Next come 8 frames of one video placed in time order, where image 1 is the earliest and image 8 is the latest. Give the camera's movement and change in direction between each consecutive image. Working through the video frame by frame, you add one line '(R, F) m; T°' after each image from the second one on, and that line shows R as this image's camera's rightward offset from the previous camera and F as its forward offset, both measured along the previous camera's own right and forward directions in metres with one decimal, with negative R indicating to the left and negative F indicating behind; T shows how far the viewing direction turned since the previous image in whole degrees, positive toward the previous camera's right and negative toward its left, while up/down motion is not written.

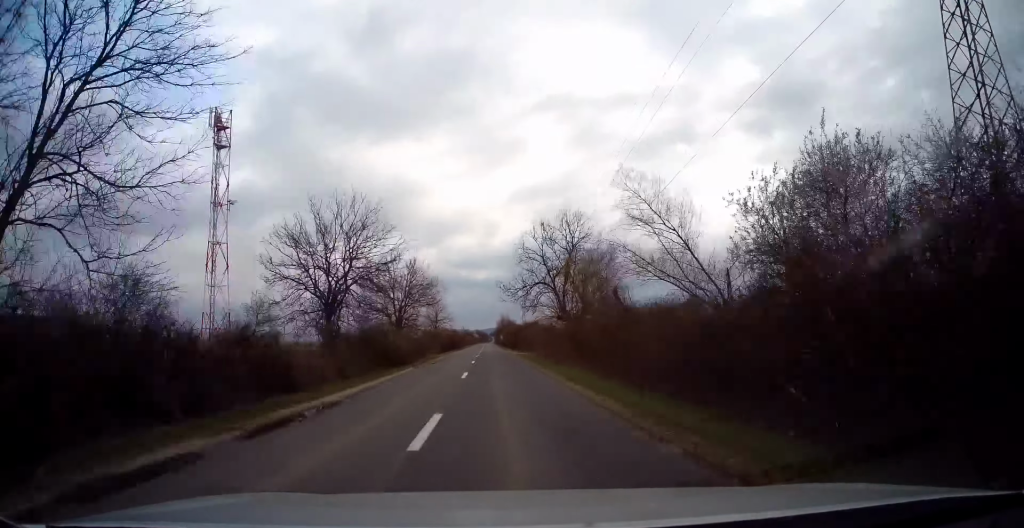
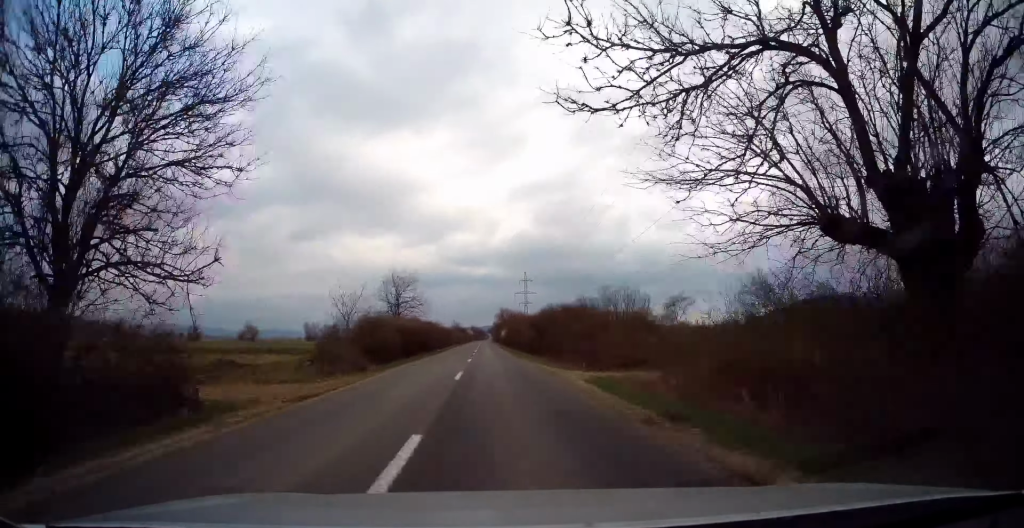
(0.0, +38.8) m; +1°
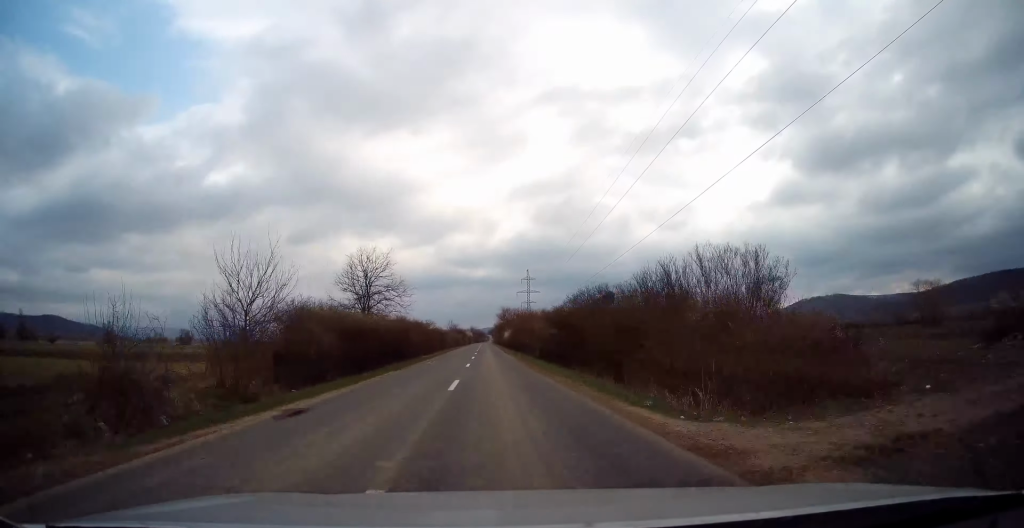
(+0.3, +14.5) m; +1°
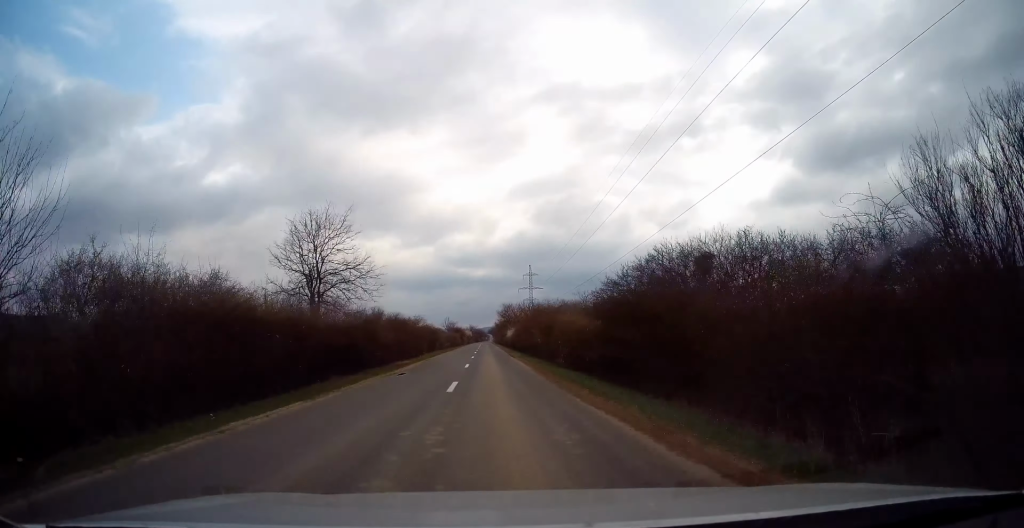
(+0.1, +12.7) m; 0°
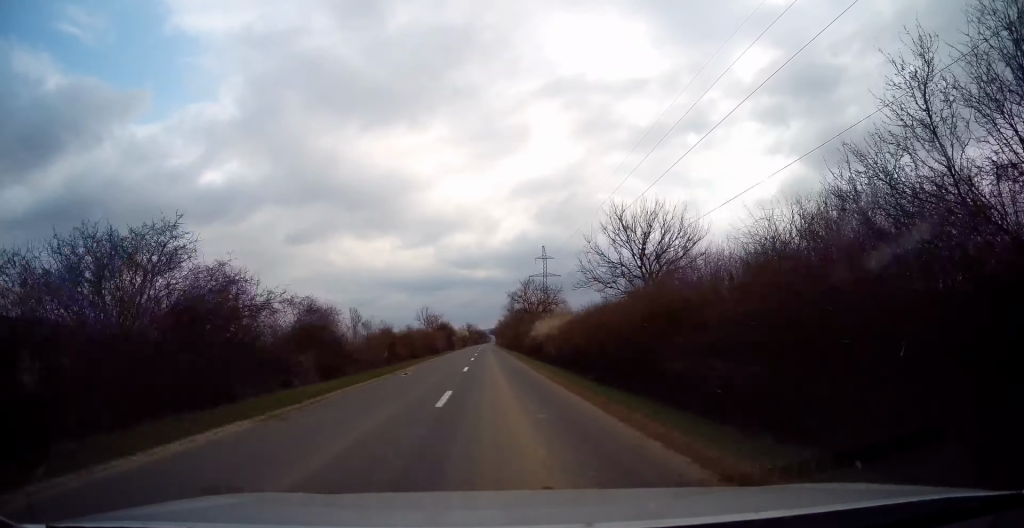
(-0.9, +51.4) m; -1°
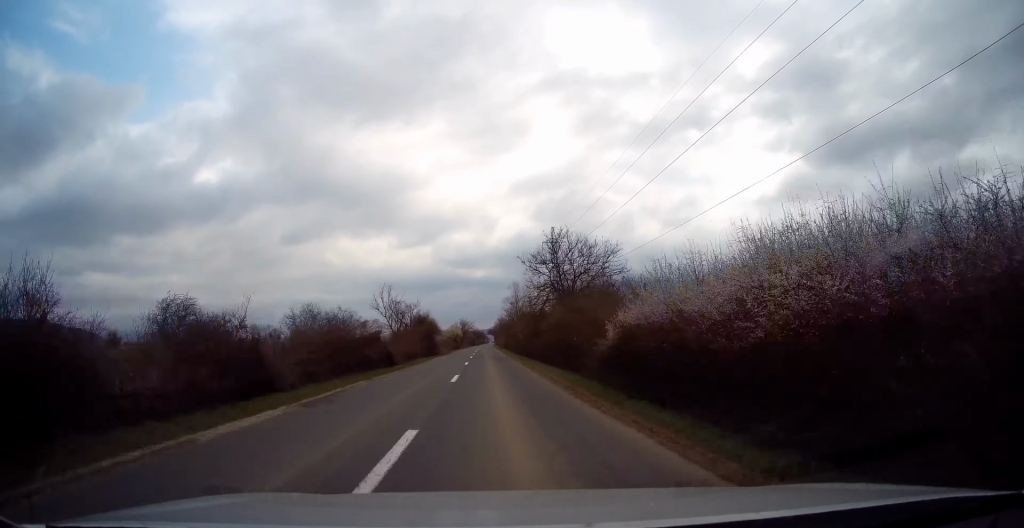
(+0.4, +30.1) m; 0°
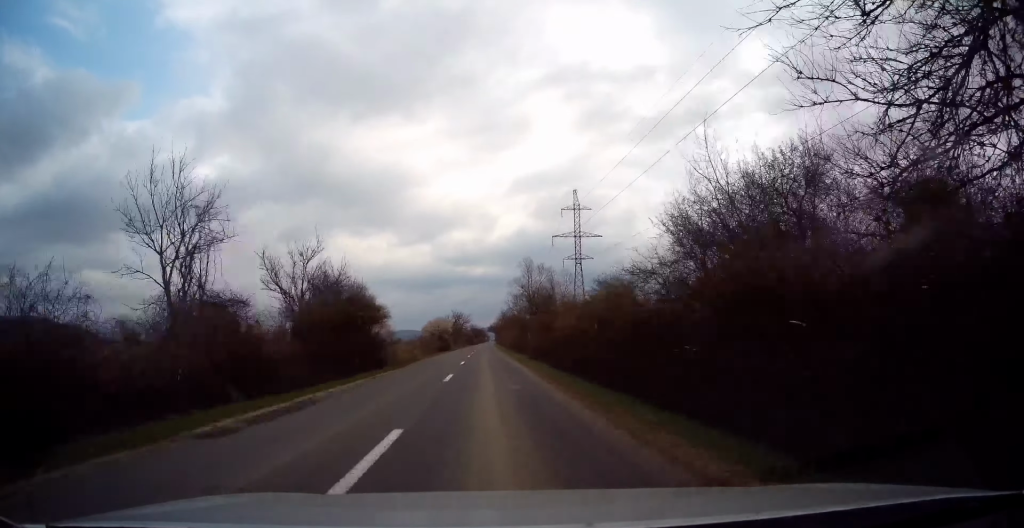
(-0.1, +35.8) m; 0°
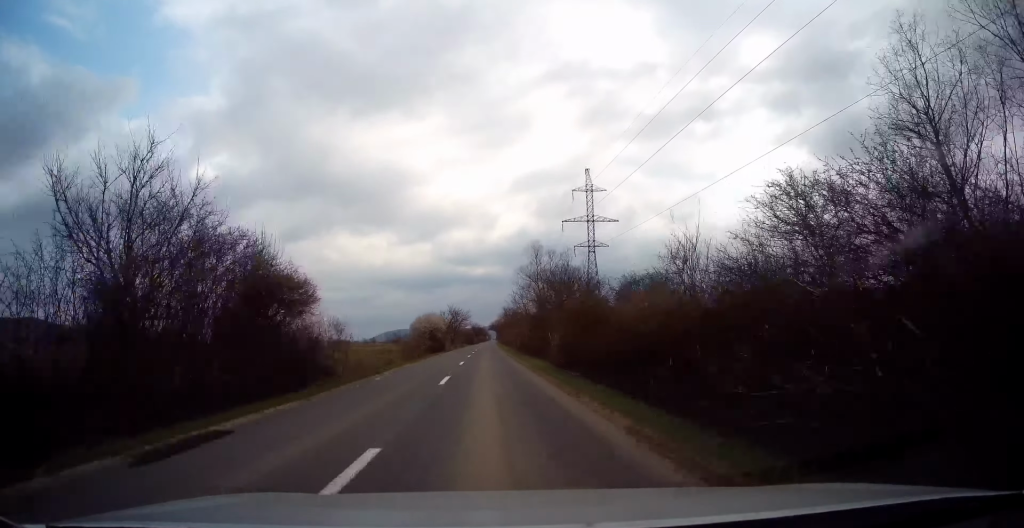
(+0.2, +13.0) m; 0°
